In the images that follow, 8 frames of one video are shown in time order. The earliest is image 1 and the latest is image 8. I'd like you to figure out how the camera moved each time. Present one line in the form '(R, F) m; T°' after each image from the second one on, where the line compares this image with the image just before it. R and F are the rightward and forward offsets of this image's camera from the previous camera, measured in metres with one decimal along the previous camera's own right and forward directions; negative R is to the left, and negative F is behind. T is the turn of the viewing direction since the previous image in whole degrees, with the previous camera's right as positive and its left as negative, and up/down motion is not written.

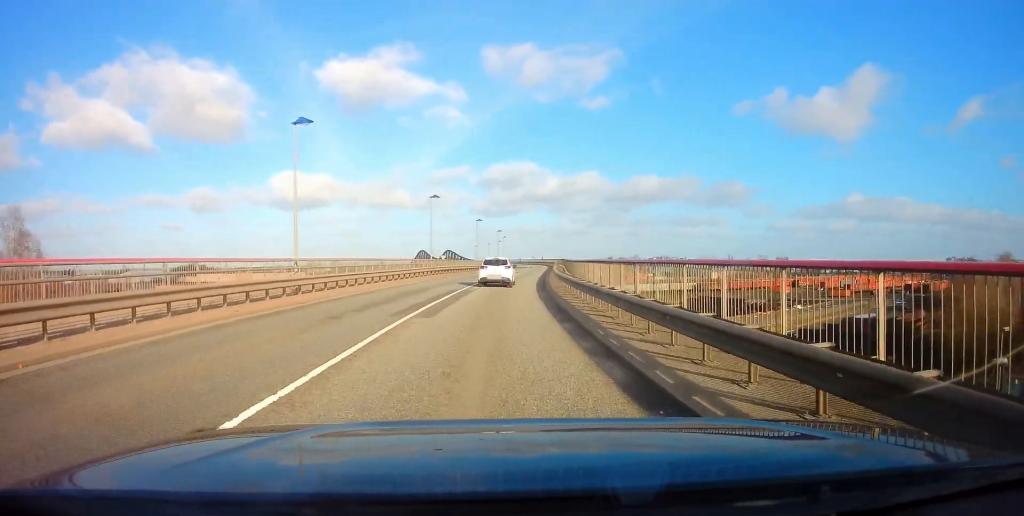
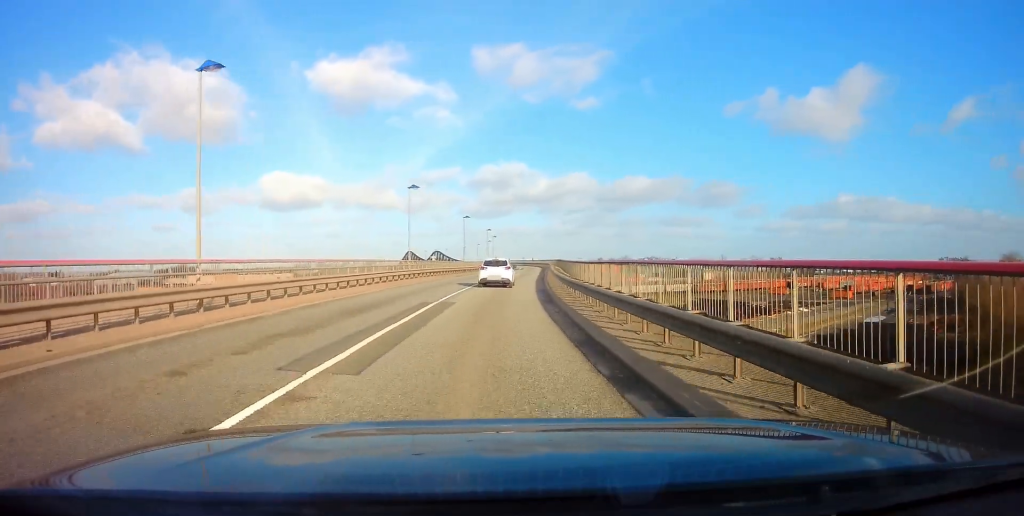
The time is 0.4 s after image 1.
(0.0, +6.4) m; +1°
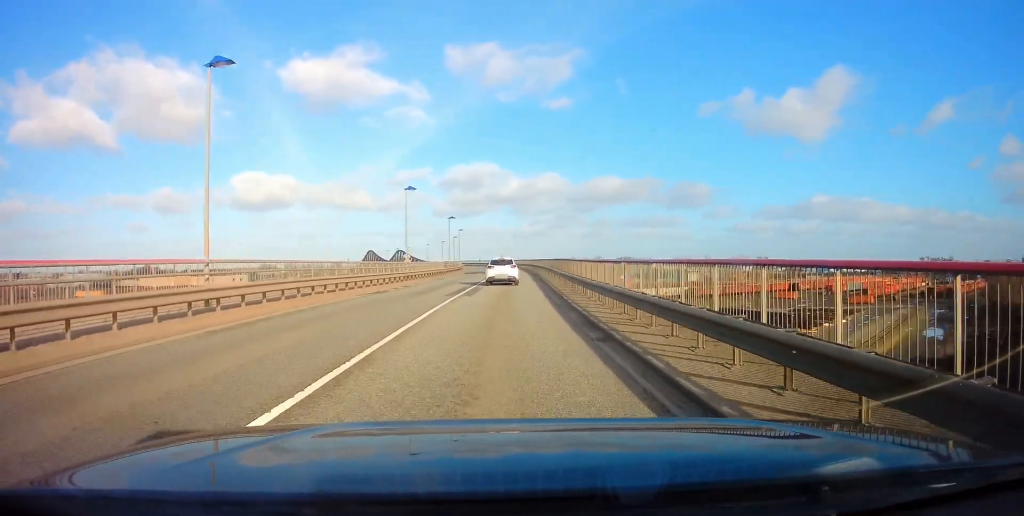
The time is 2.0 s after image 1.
(+1.5, +24.5) m; +5°
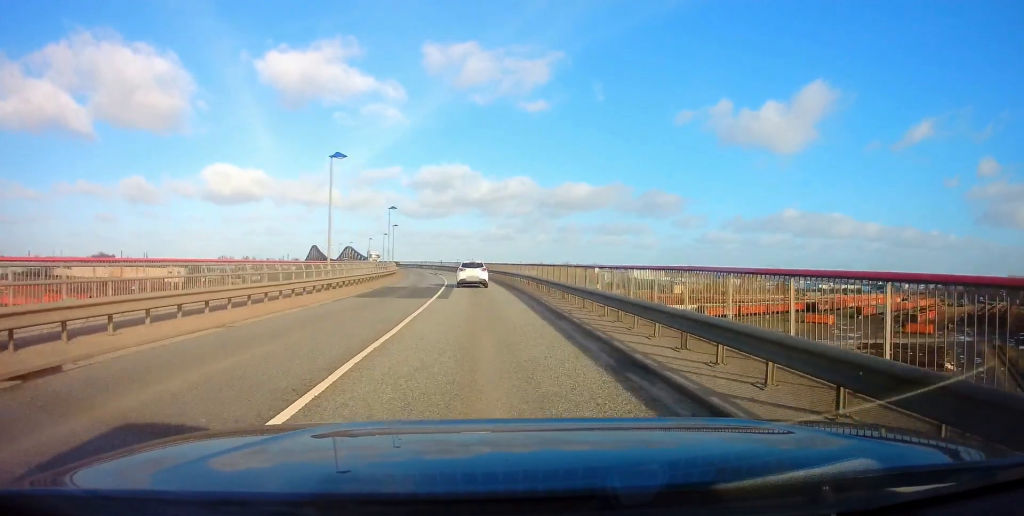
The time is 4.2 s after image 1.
(+0.8, +36.6) m; +2°
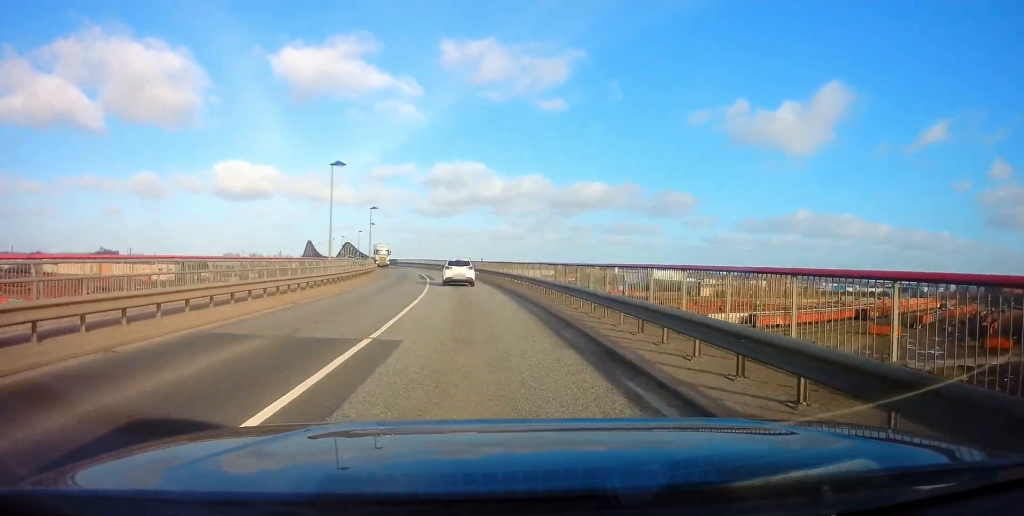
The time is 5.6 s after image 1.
(-0.6, +22.0) m; -2°
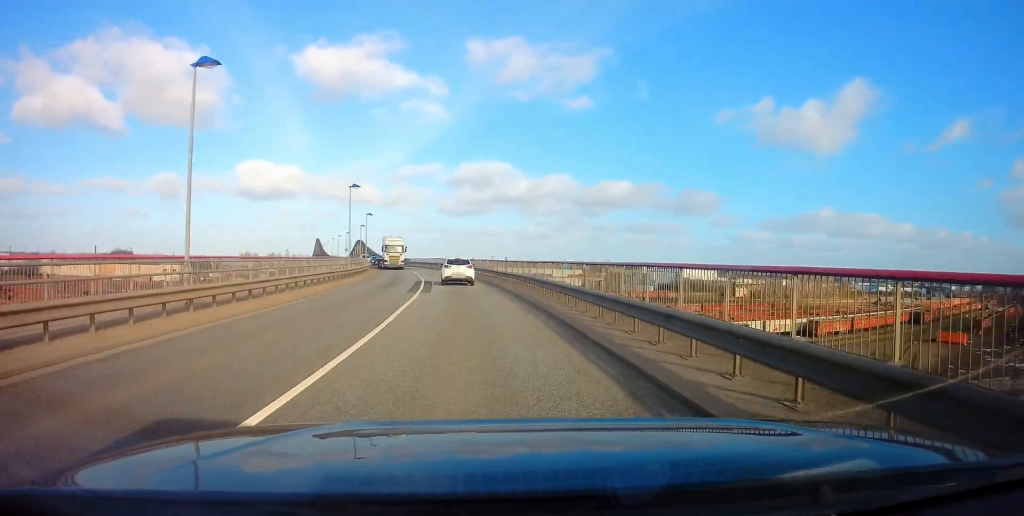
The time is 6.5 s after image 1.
(0.0, +15.9) m; 0°
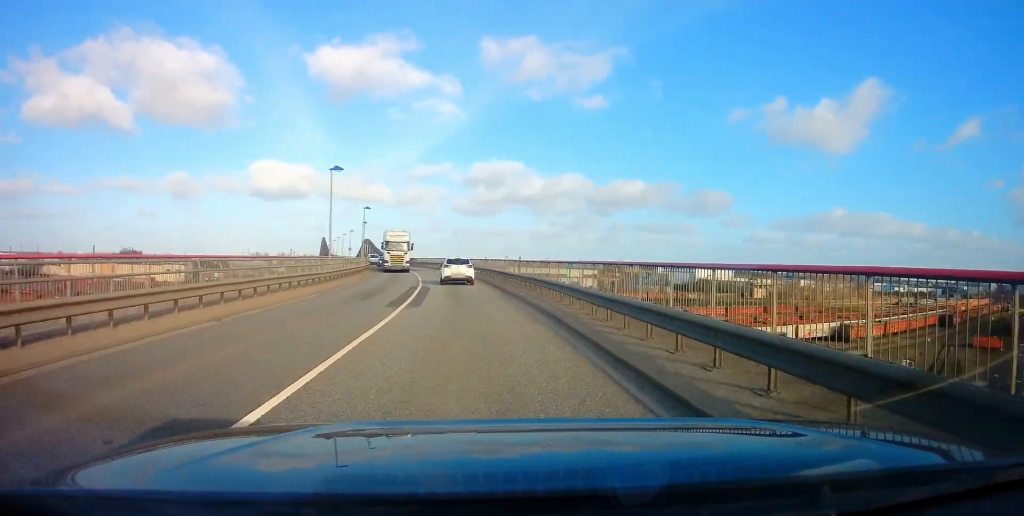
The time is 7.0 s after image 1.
(0.0, +7.5) m; -1°
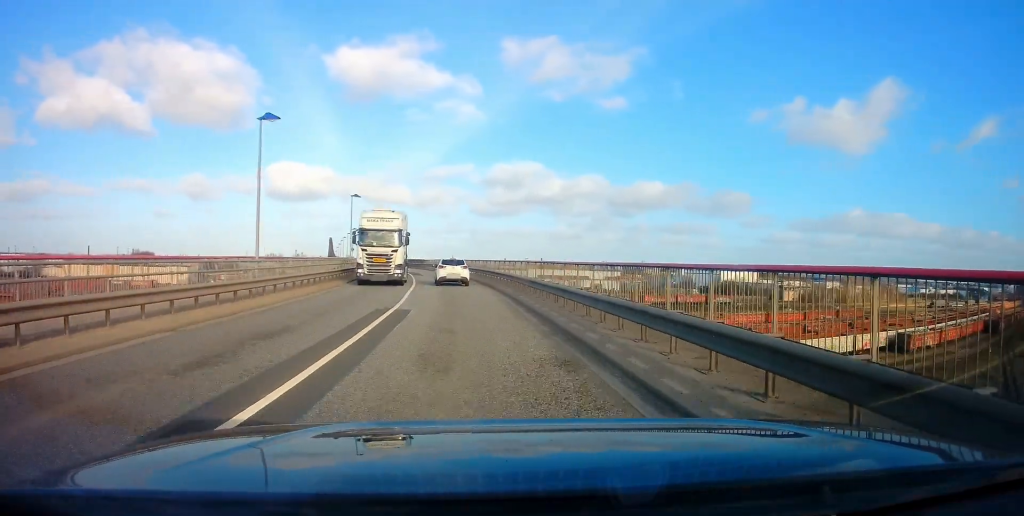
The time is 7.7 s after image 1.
(-0.2, +12.1) m; -3°
